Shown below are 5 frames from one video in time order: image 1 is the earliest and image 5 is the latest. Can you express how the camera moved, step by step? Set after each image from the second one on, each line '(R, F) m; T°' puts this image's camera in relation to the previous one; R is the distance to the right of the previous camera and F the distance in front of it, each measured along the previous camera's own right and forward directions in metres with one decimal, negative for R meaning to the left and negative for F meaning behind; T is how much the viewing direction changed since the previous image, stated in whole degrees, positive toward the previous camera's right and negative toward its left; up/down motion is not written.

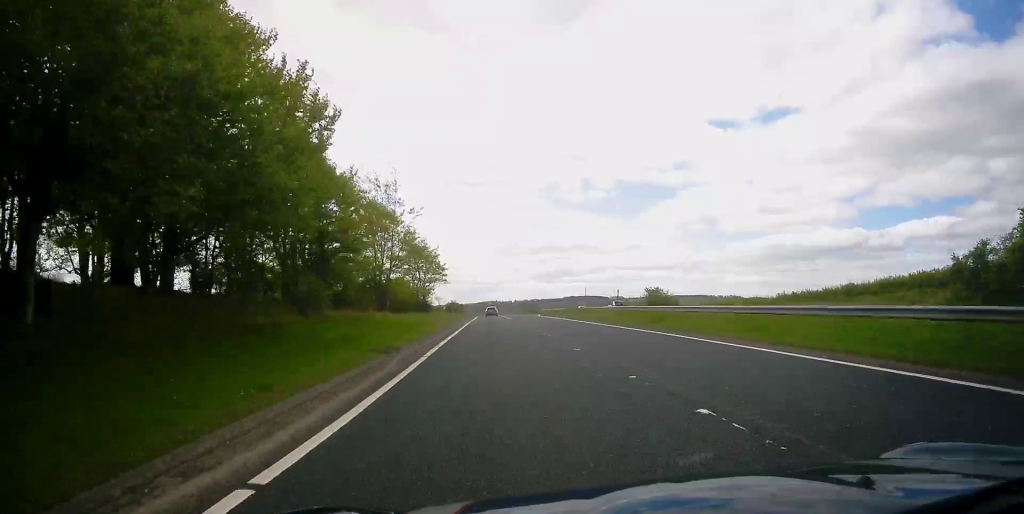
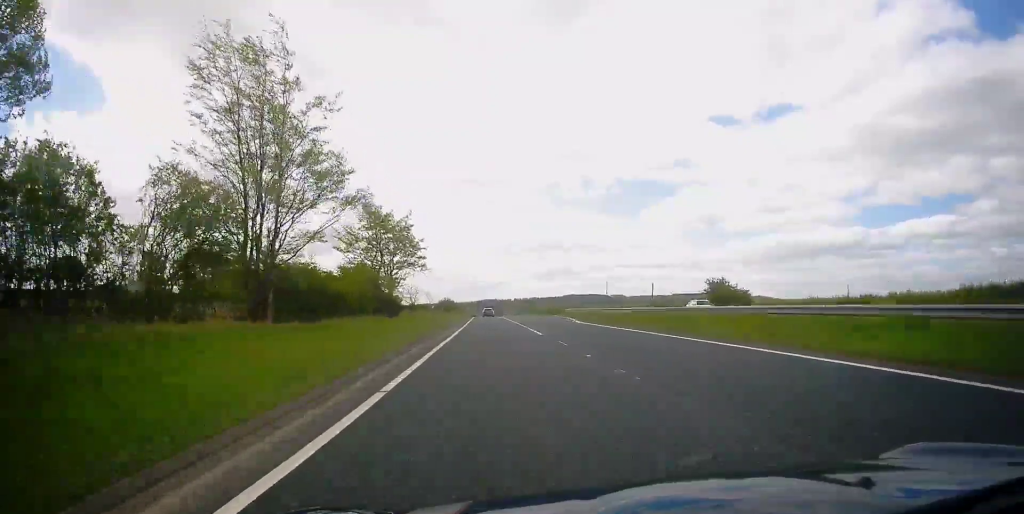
(+0.3, +32.5) m; 0°
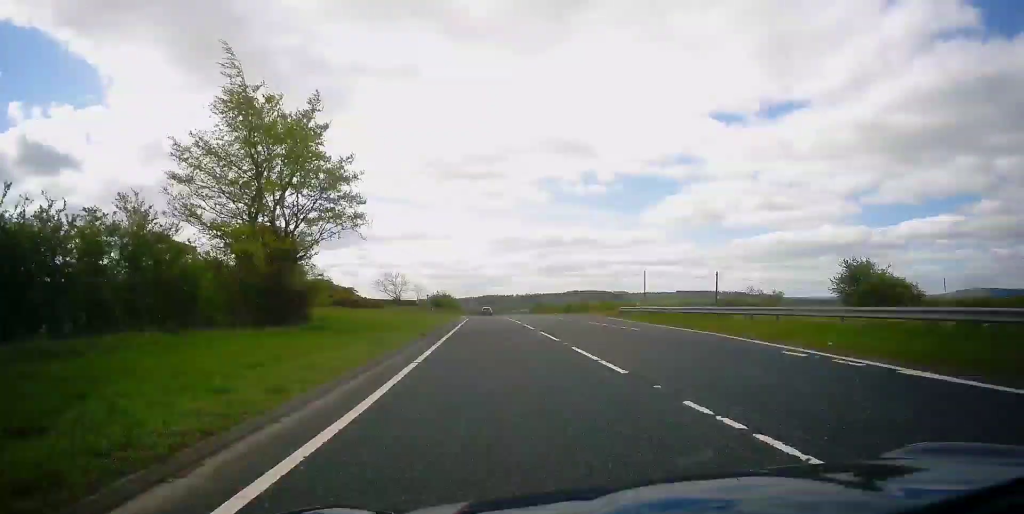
(-0.2, +32.5) m; -1°
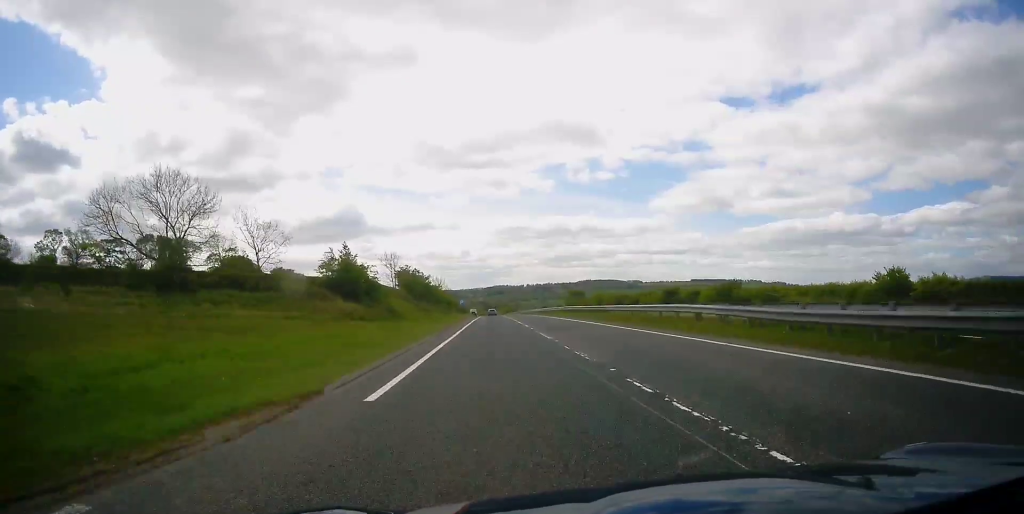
(-0.9, +106.1) m; -1°
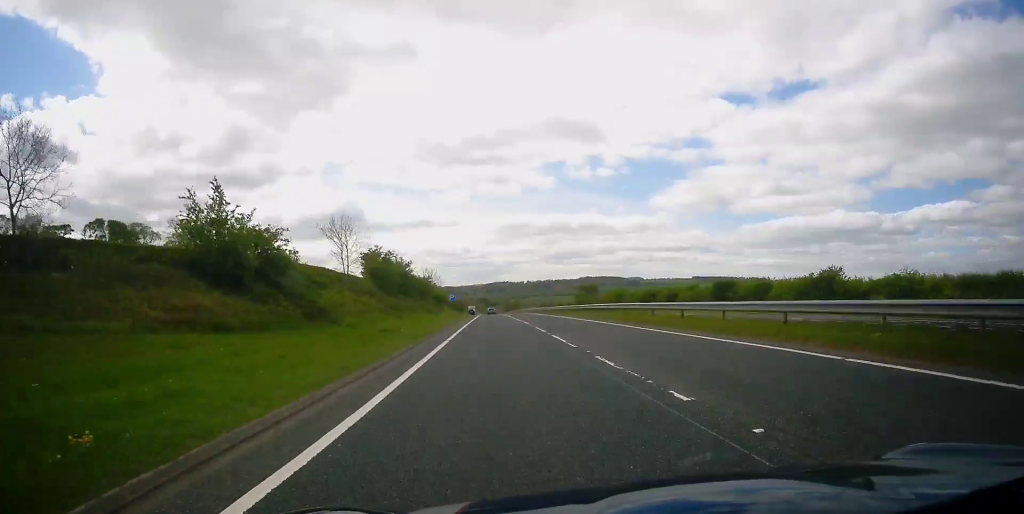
(0.0, +24.0) m; 0°
